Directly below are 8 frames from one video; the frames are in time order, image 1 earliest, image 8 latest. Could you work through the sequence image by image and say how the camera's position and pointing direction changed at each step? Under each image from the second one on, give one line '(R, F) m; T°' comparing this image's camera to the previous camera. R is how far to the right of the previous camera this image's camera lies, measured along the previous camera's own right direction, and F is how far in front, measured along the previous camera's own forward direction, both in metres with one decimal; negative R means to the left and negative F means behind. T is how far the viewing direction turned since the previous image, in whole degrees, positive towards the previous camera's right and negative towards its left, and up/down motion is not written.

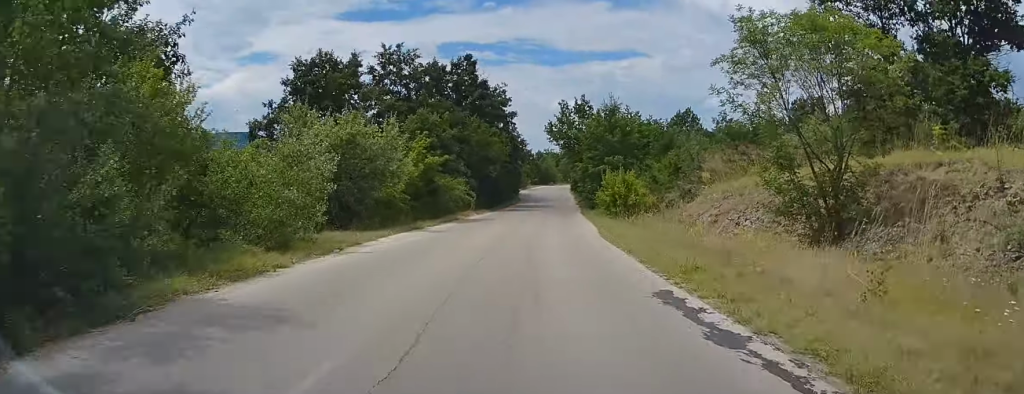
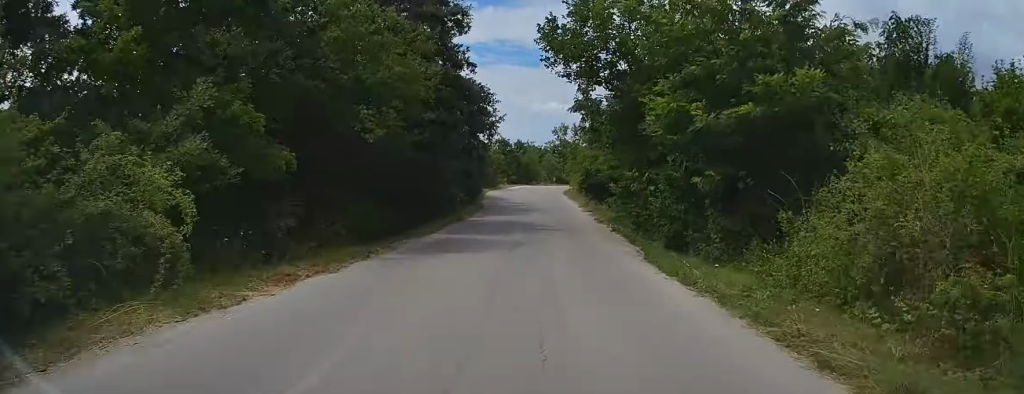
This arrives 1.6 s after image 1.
(+0.5, +28.8) m; +2°
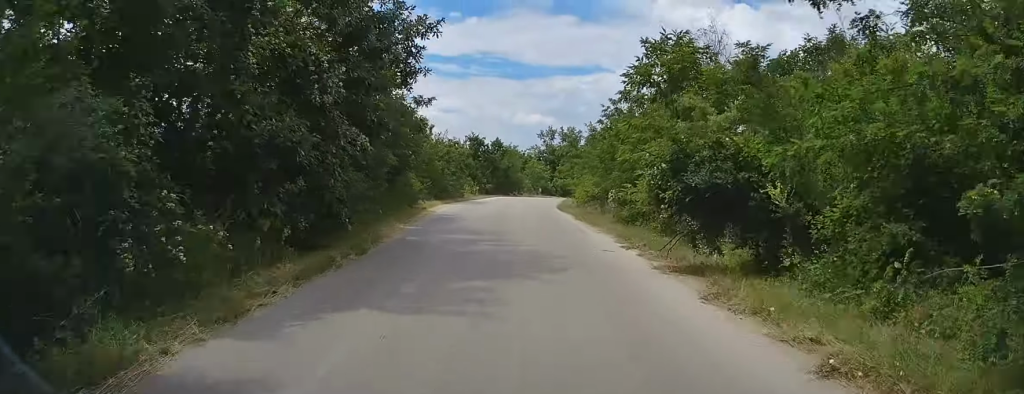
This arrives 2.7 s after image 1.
(+0.3, +21.5) m; +1°
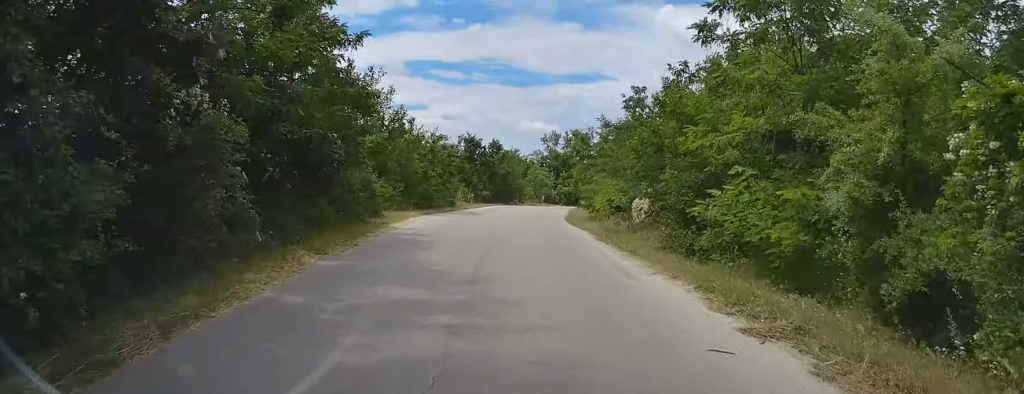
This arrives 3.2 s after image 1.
(+0.1, +7.9) m; 0°
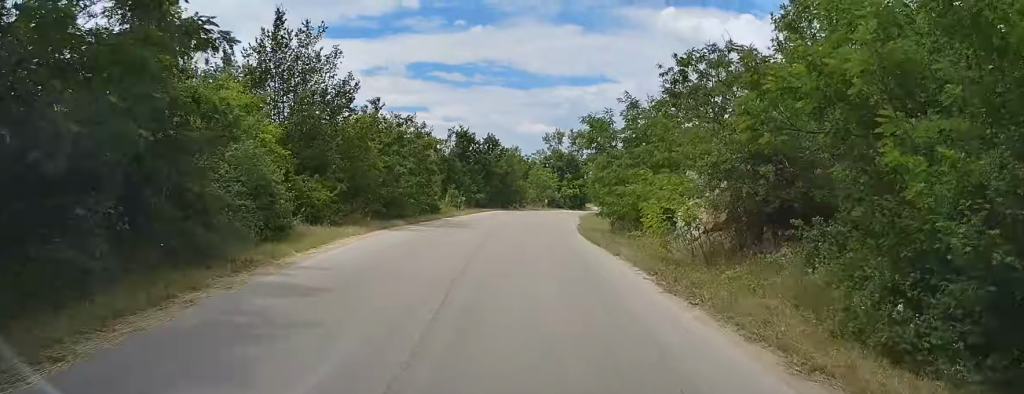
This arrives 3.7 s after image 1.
(-0.1, +9.1) m; 0°
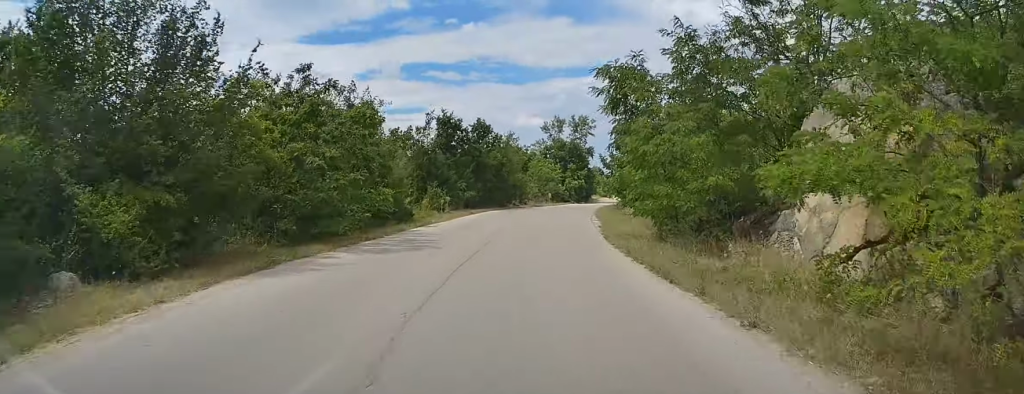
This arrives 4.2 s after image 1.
(-0.1, +9.7) m; 0°
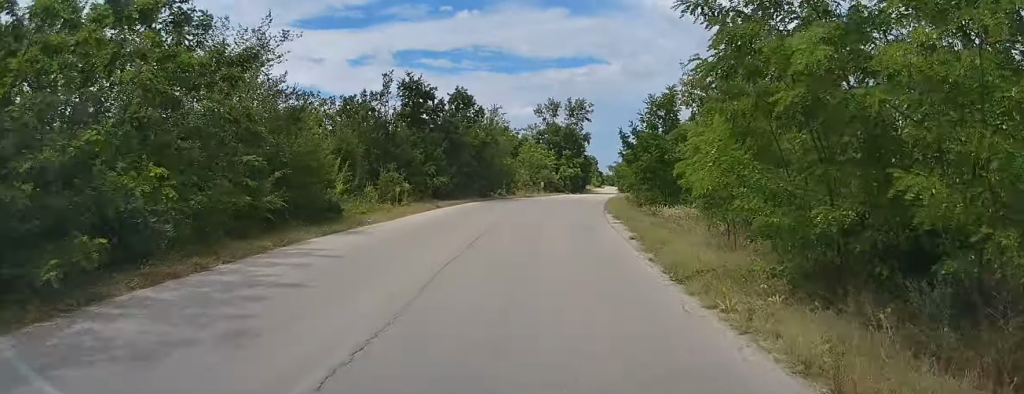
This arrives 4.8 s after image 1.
(0.0, +10.2) m; +1°
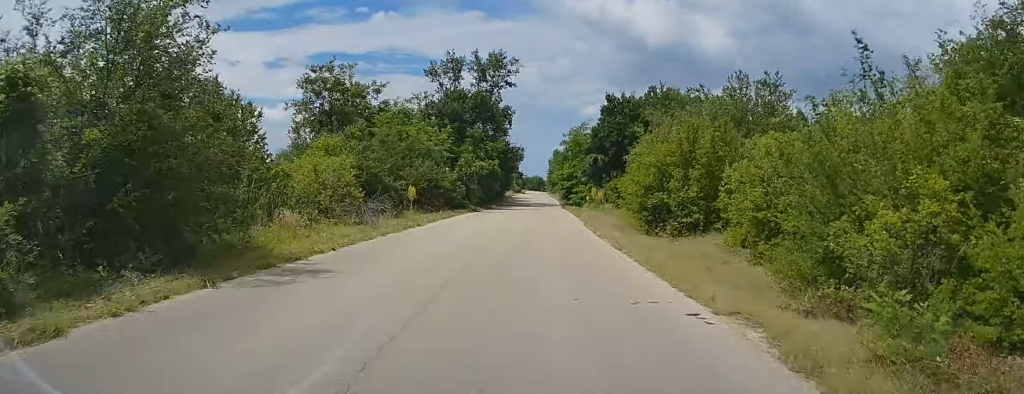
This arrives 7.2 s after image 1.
(+2.0, +42.2) m; +5°
